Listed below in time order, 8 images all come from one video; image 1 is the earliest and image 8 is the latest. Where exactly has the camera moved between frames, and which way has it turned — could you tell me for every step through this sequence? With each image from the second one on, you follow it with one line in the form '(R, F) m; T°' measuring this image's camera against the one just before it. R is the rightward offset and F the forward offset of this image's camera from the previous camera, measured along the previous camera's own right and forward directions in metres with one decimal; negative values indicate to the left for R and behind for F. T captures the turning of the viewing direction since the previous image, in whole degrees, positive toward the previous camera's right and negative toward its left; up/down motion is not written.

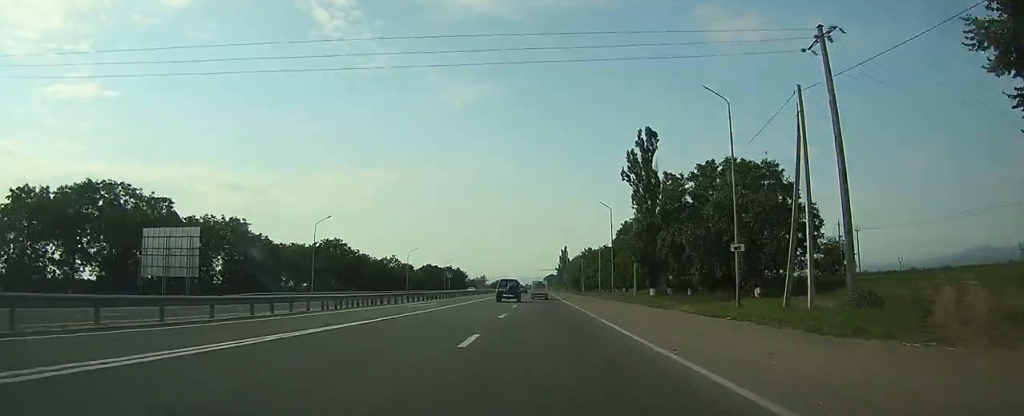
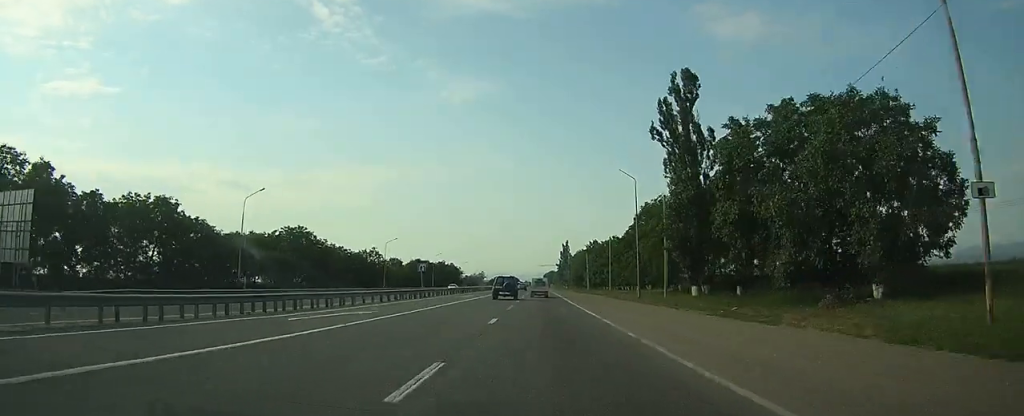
(0.0, +16.8) m; 0°
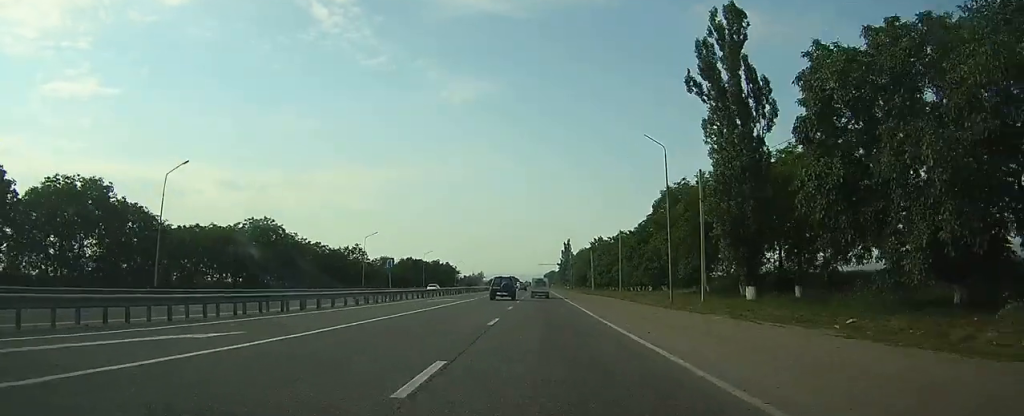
(0.0, +11.8) m; 0°
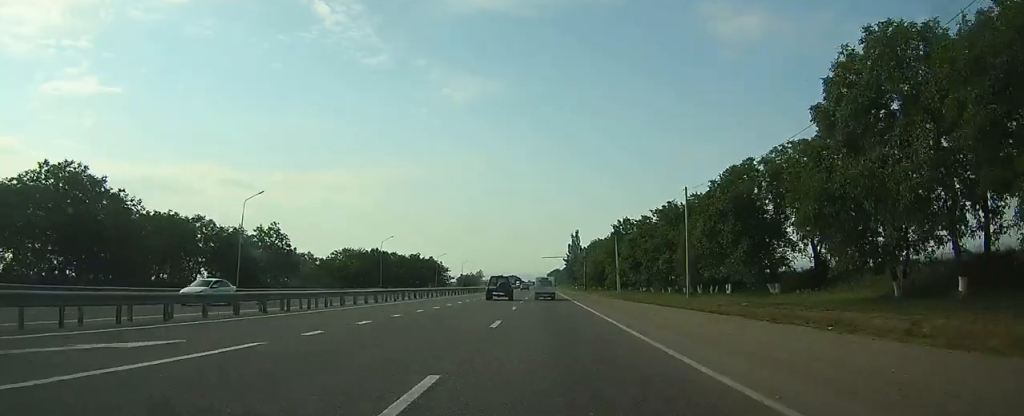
(0.0, +37.3) m; 0°
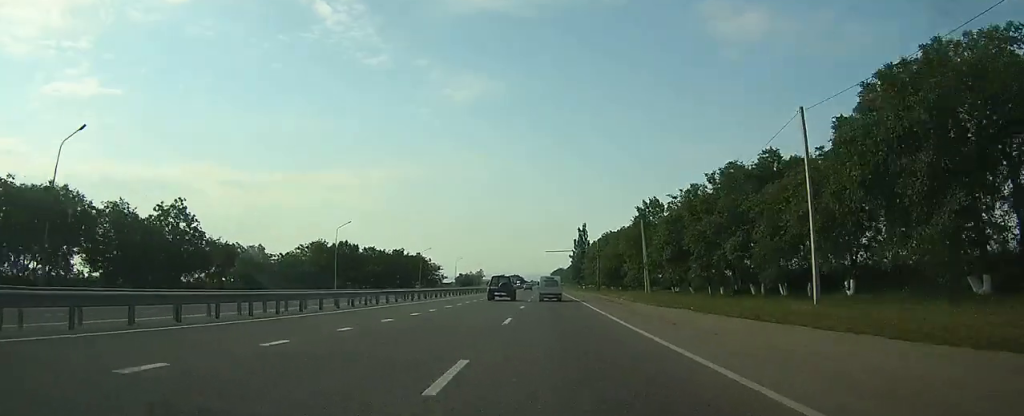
(0.0, +22.2) m; 0°
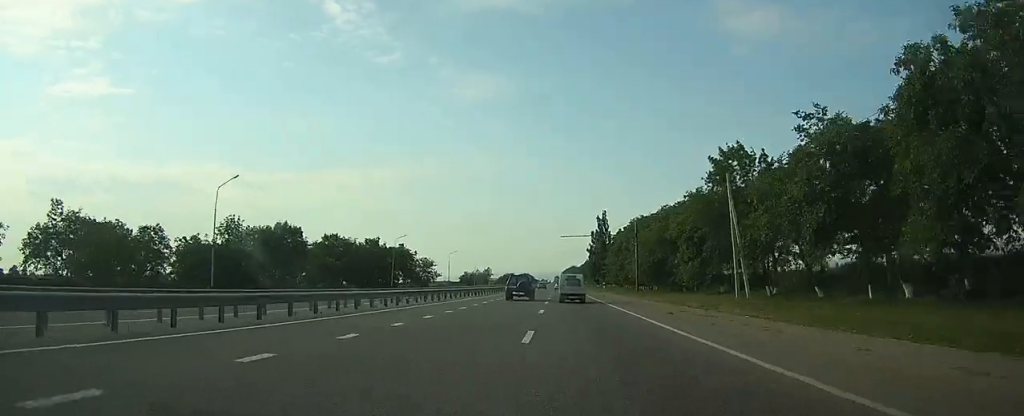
(-0.2, +30.1) m; -1°
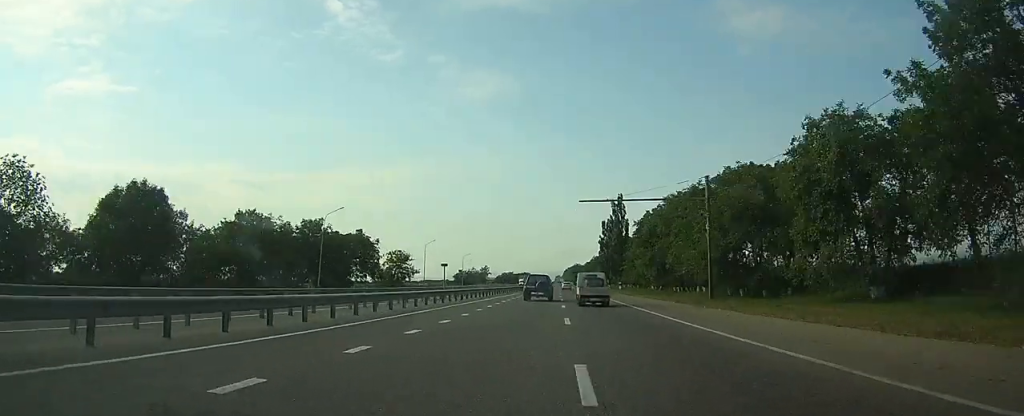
(-0.1, +30.2) m; 0°
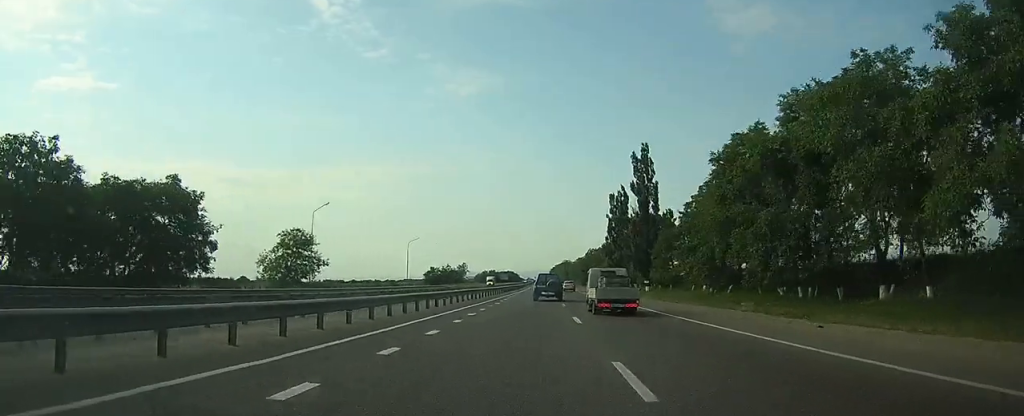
(0.0, +48.0) m; 0°
